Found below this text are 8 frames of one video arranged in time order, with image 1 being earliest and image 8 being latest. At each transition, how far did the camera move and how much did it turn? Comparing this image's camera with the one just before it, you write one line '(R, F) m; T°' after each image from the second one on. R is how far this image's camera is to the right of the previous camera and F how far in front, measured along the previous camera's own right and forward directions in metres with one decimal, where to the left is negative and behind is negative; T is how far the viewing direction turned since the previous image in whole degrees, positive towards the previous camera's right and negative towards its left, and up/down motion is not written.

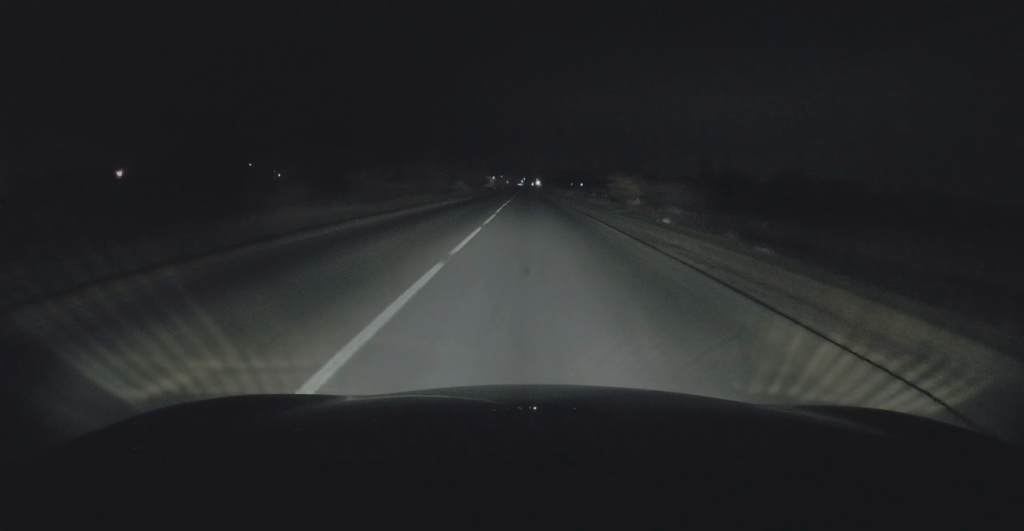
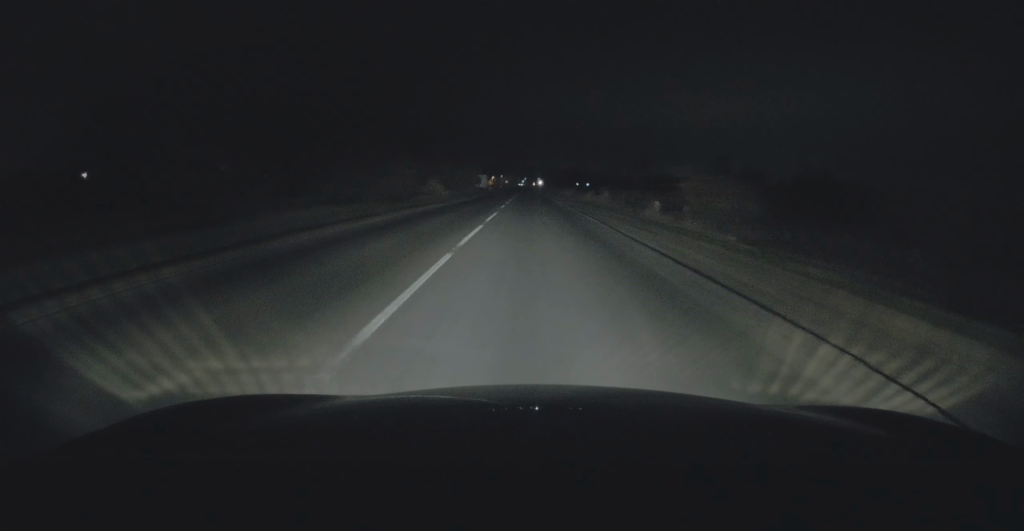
(-0.1, +21.5) m; 0°
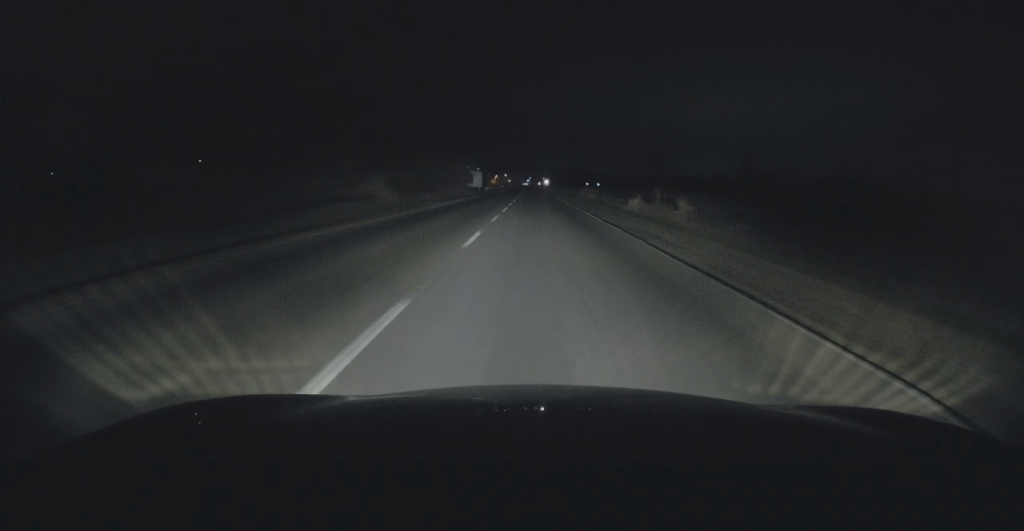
(+0.1, +19.9) m; 0°
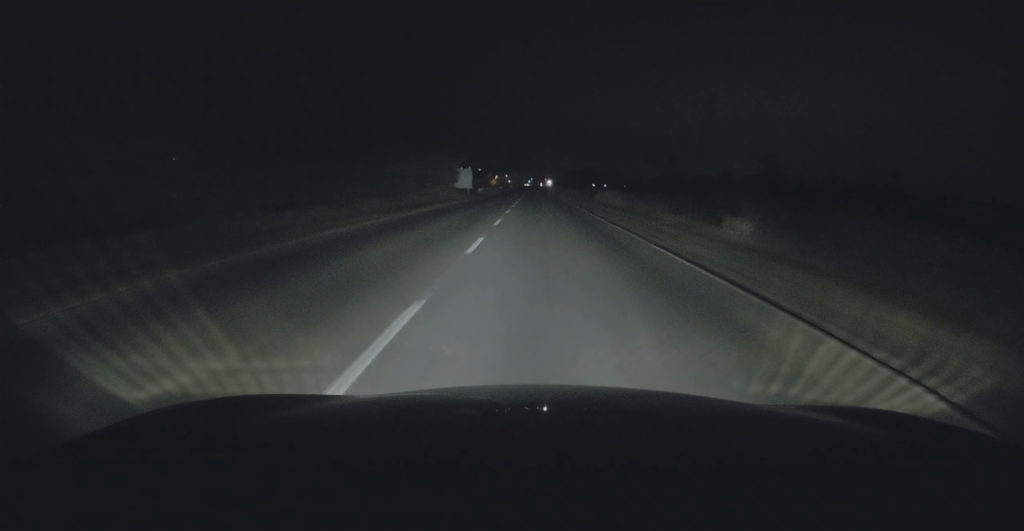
(0.0, +16.6) m; 0°
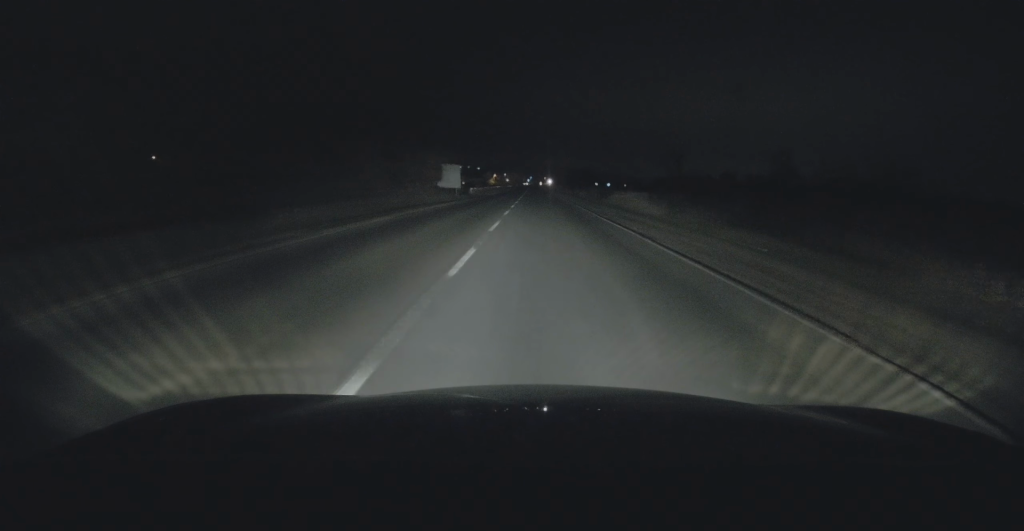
(-0.1, +10.2) m; 0°
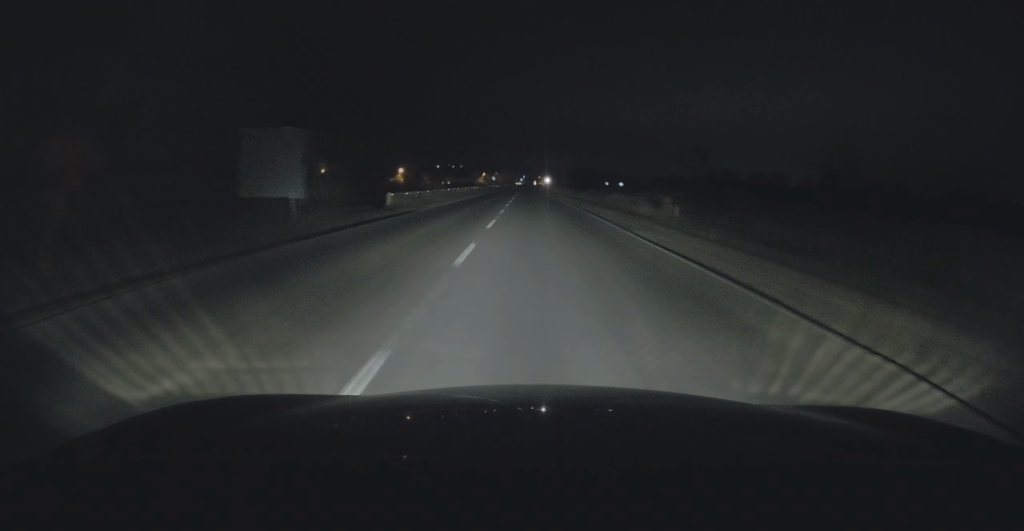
(+0.1, +37.9) m; 0°
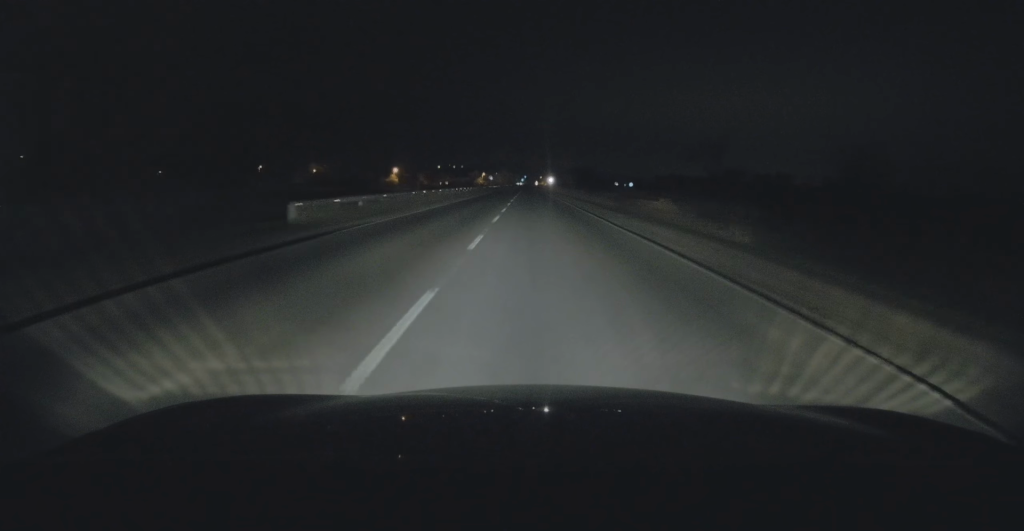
(0.0, +13.1) m; 0°
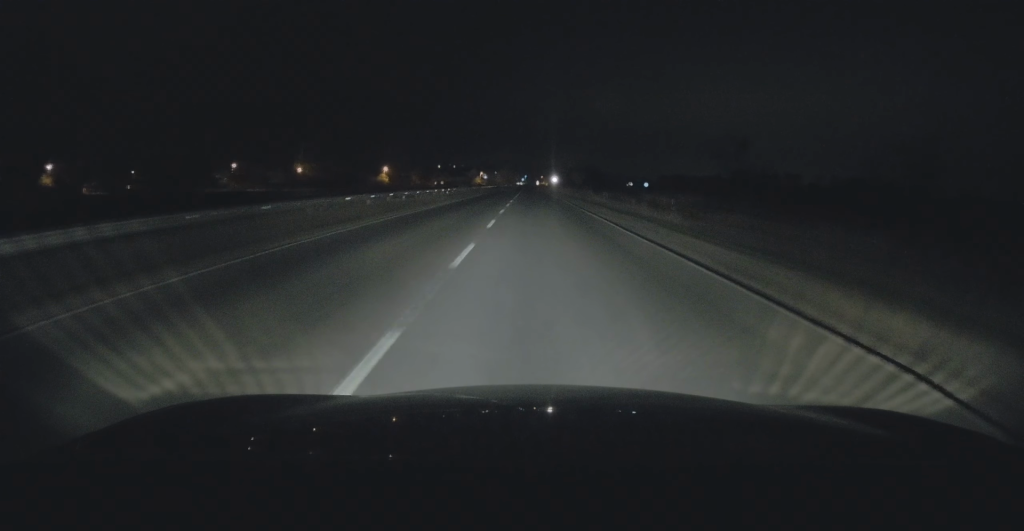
(-0.1, +17.6) m; 0°
